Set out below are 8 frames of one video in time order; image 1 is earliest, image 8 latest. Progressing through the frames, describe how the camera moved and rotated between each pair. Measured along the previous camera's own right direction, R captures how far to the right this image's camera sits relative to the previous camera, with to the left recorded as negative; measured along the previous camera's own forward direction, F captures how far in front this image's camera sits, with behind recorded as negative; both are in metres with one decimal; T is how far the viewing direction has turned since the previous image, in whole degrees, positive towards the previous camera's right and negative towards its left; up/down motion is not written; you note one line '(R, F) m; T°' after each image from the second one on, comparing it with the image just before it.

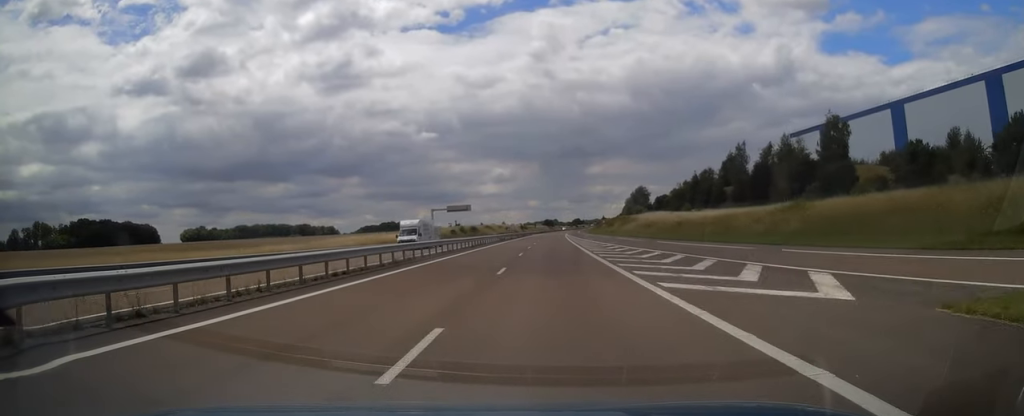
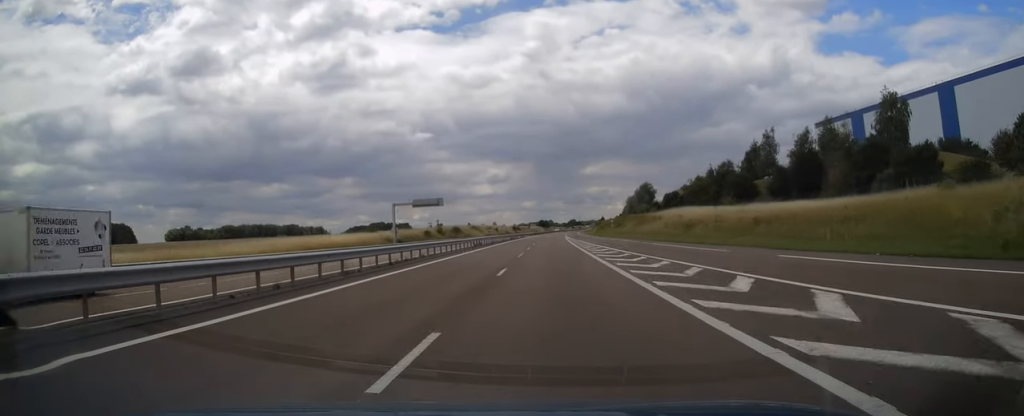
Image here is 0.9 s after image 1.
(+0.1, +26.5) m; +1°
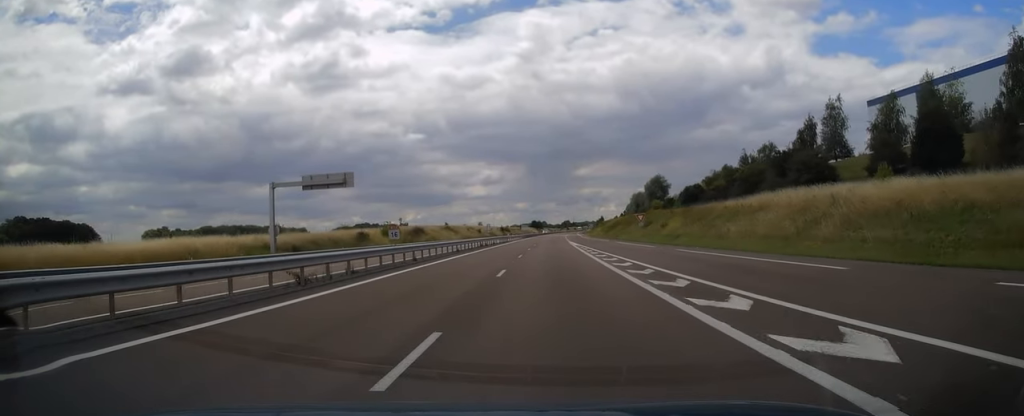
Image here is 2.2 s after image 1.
(+0.3, +39.1) m; +1°
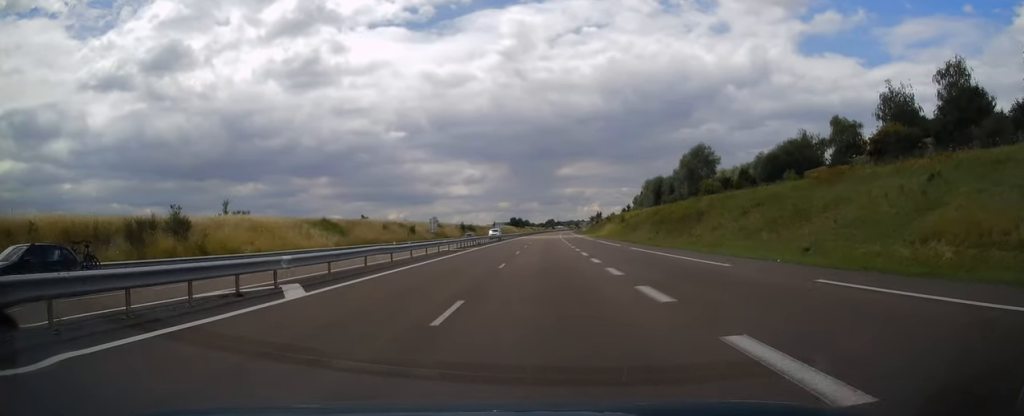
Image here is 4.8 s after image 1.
(+0.7, +74.8) m; +1°
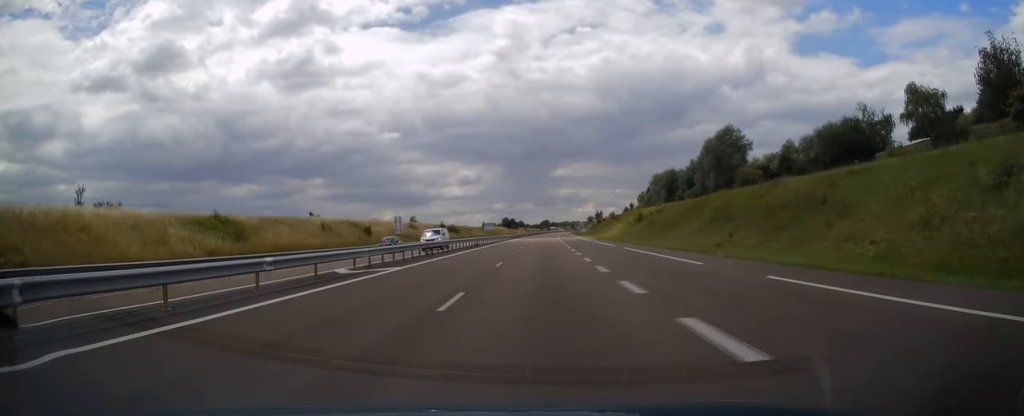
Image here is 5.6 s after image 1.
(+0.1, +24.5) m; 0°
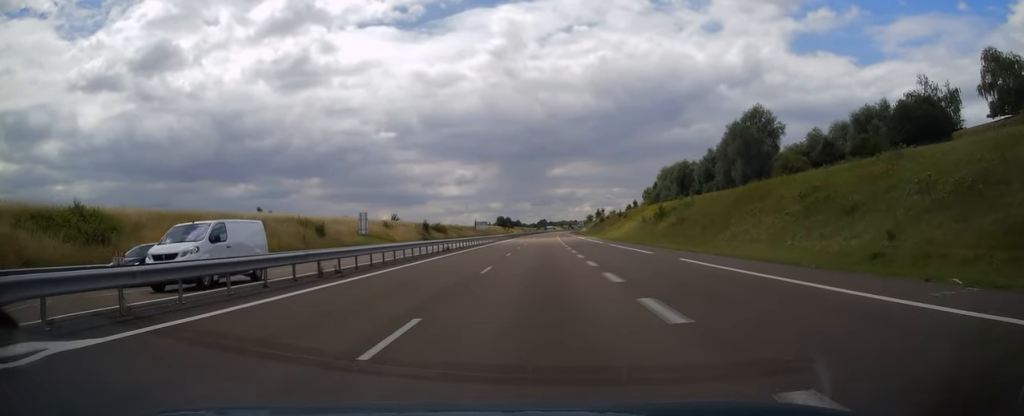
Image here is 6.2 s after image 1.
(0.0, +17.3) m; 0°
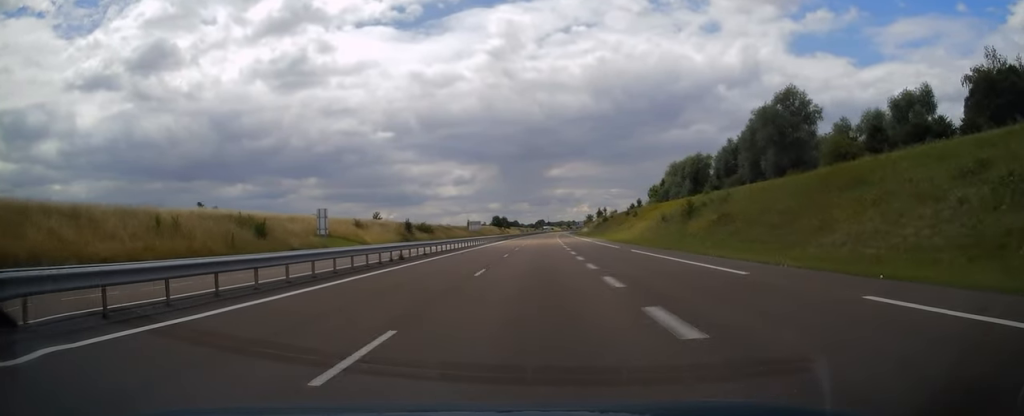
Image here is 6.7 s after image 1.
(0.0, +14.3) m; 0°
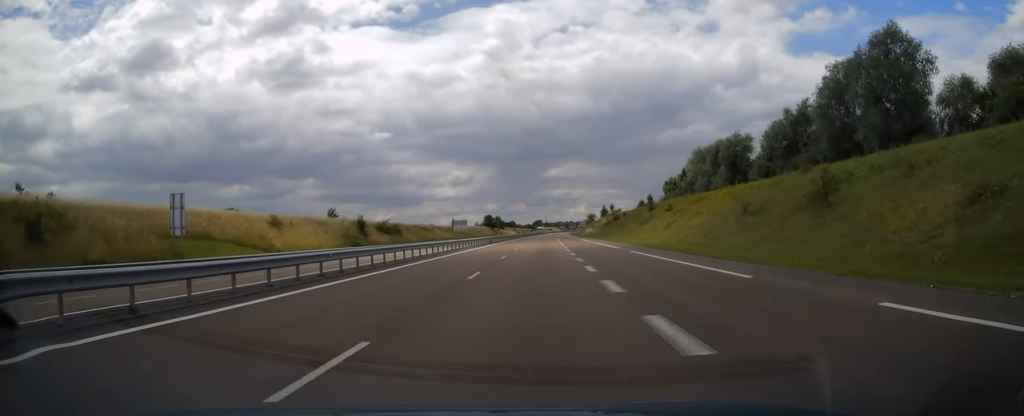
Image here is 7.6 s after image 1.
(+0.2, +27.0) m; 0°
